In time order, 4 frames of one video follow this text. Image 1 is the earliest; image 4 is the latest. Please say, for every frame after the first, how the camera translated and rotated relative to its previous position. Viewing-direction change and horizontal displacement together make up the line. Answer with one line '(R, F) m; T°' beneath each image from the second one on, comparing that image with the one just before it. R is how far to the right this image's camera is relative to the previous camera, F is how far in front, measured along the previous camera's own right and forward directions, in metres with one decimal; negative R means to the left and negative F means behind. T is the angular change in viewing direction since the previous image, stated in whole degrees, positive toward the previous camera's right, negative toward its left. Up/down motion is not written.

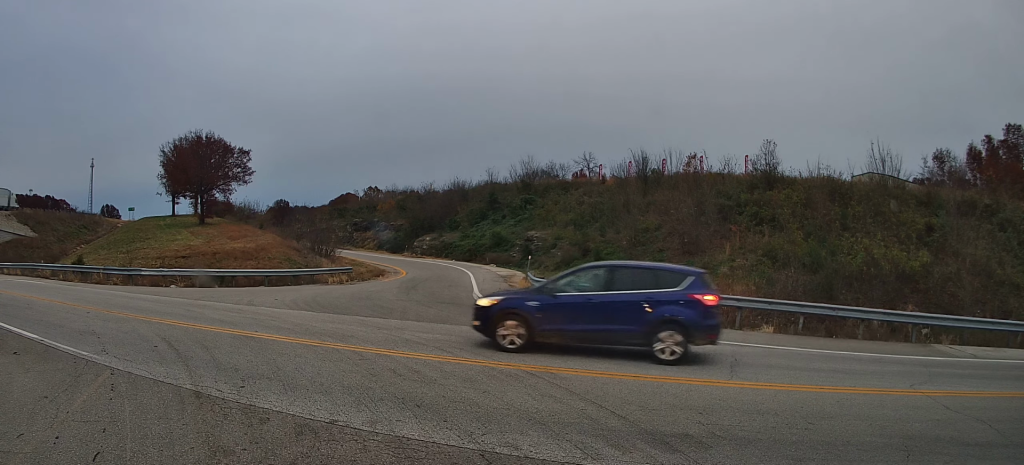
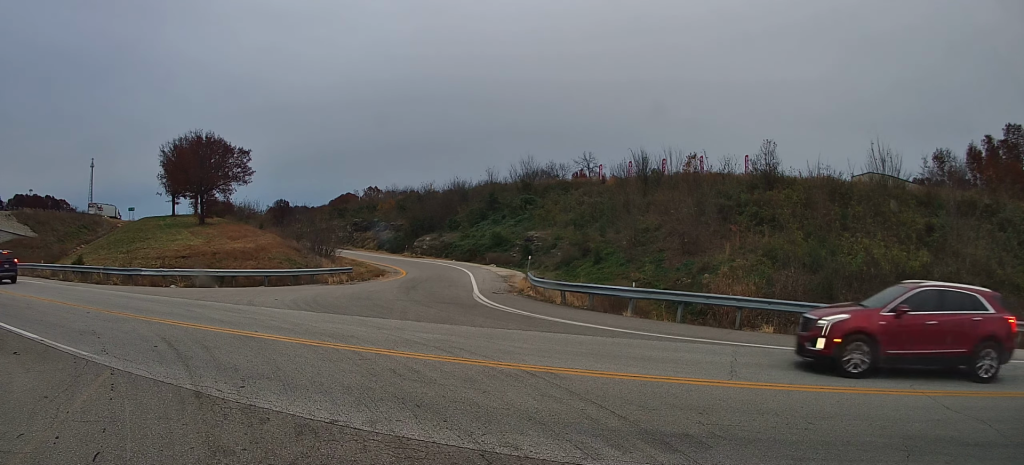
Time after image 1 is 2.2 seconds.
(0.0, 0.0) m; 0°
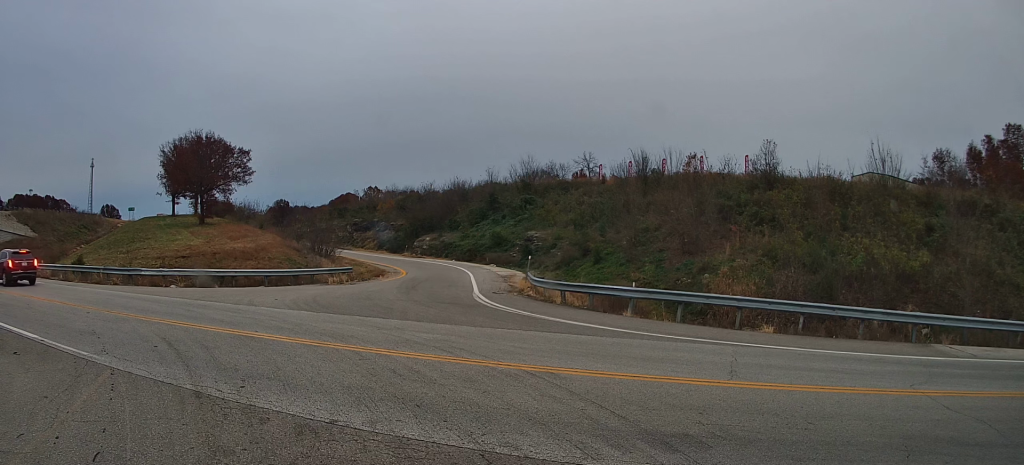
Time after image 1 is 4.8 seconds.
(0.0, 0.0) m; 0°
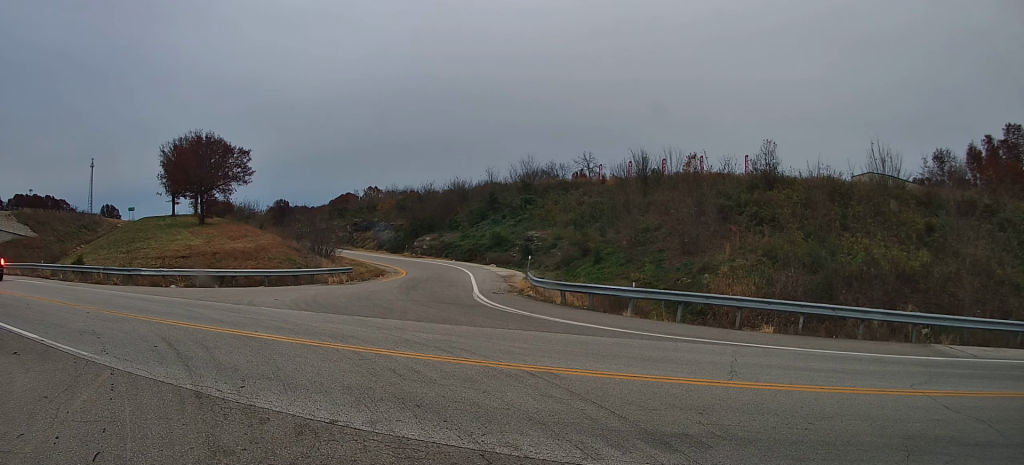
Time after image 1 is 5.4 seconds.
(0.0, 0.0) m; 0°
